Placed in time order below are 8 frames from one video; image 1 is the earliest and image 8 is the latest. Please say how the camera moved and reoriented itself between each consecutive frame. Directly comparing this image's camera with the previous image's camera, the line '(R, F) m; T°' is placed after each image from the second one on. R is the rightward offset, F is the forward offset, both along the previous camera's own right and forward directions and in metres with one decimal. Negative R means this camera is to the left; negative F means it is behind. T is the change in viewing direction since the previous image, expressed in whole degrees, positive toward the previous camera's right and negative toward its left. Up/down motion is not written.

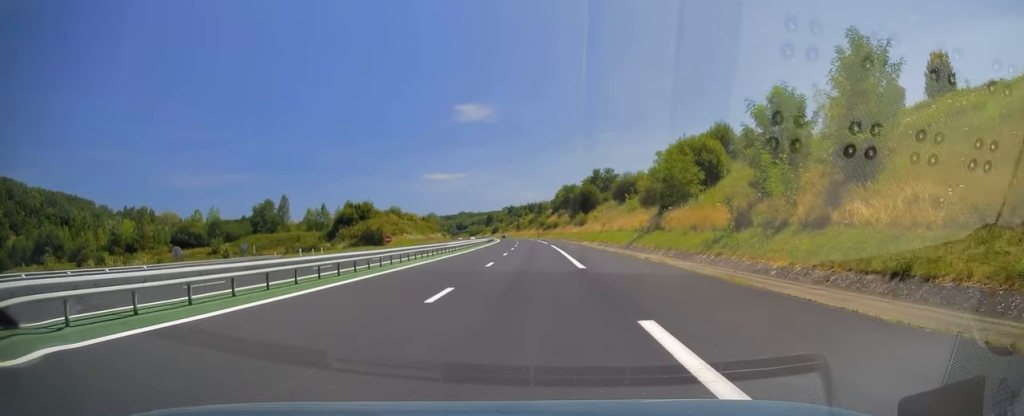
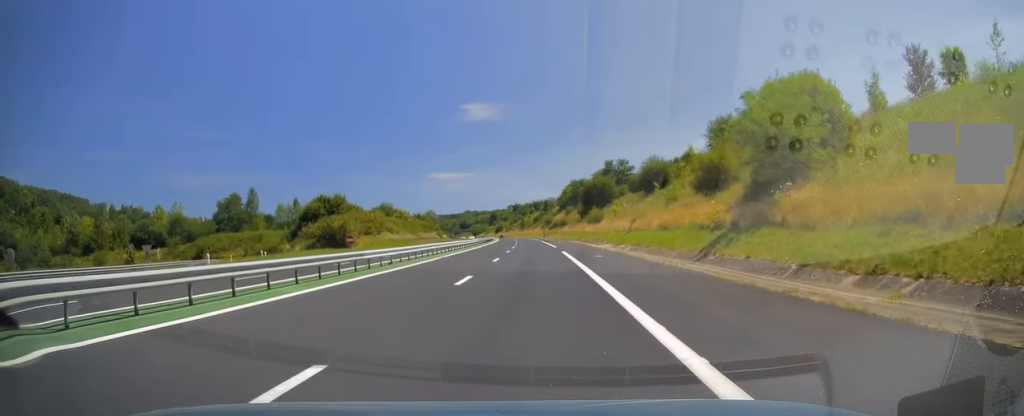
(+0.3, +22.1) m; -1°
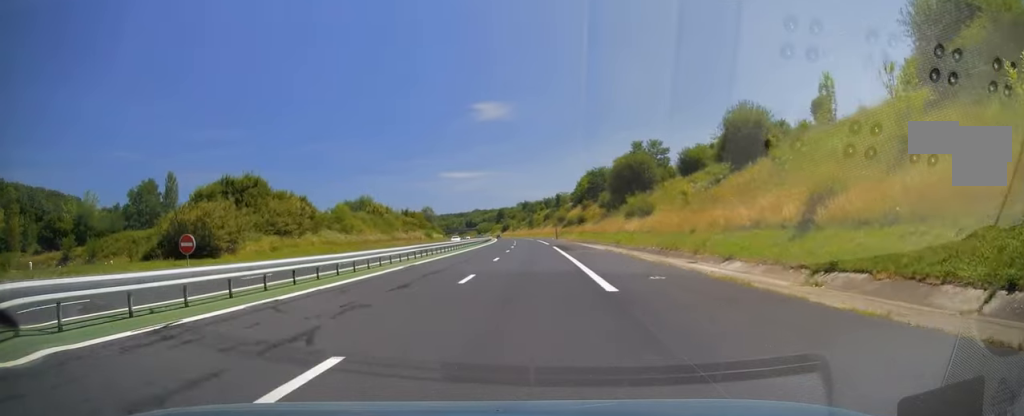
(-0.8, +38.3) m; -1°
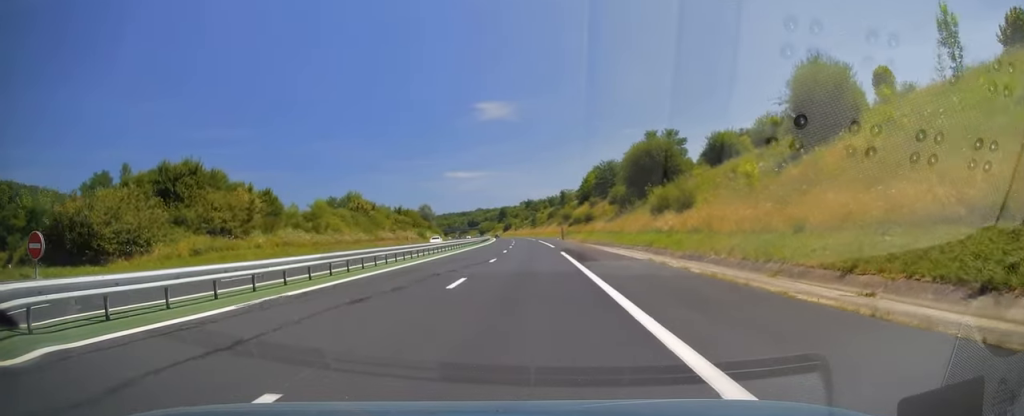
(+0.2, +14.7) m; 0°
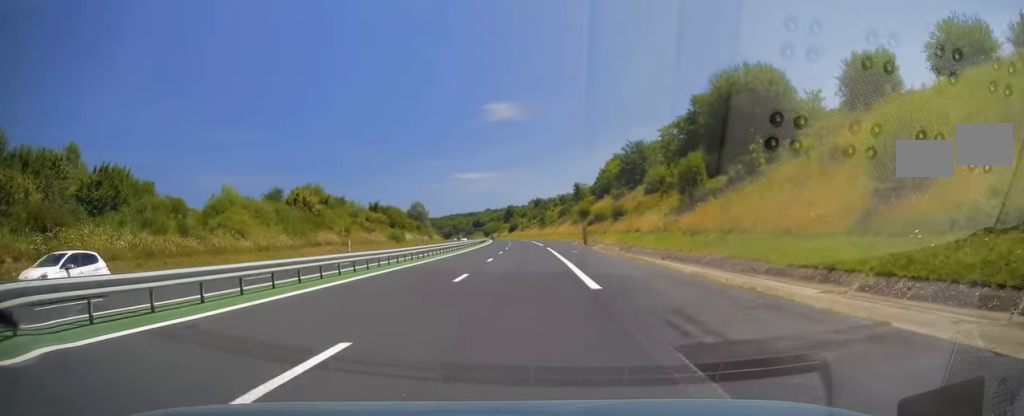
(-0.5, +36.3) m; -2°
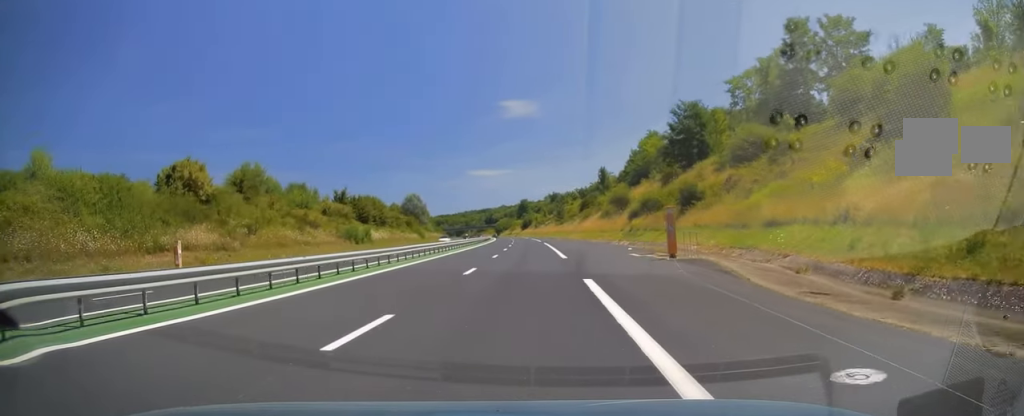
(-0.5, +36.3) m; -1°
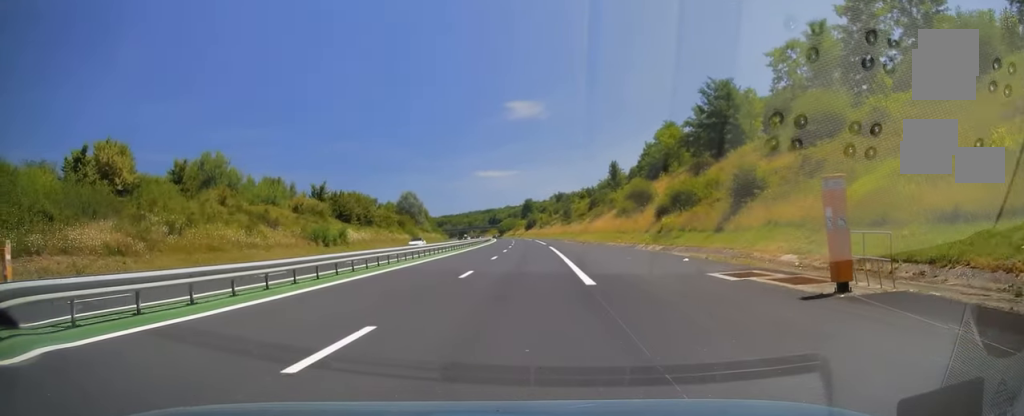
(+0.1, +14.2) m; 0°
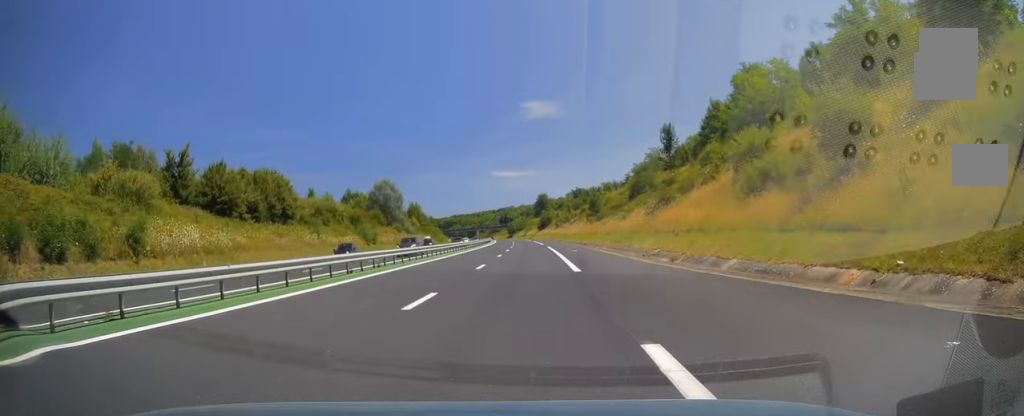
(-0.7, +46.6) m; -1°
